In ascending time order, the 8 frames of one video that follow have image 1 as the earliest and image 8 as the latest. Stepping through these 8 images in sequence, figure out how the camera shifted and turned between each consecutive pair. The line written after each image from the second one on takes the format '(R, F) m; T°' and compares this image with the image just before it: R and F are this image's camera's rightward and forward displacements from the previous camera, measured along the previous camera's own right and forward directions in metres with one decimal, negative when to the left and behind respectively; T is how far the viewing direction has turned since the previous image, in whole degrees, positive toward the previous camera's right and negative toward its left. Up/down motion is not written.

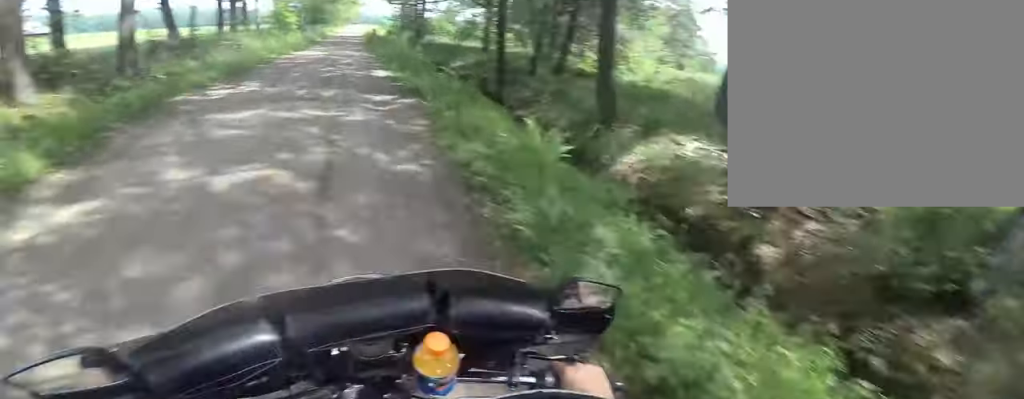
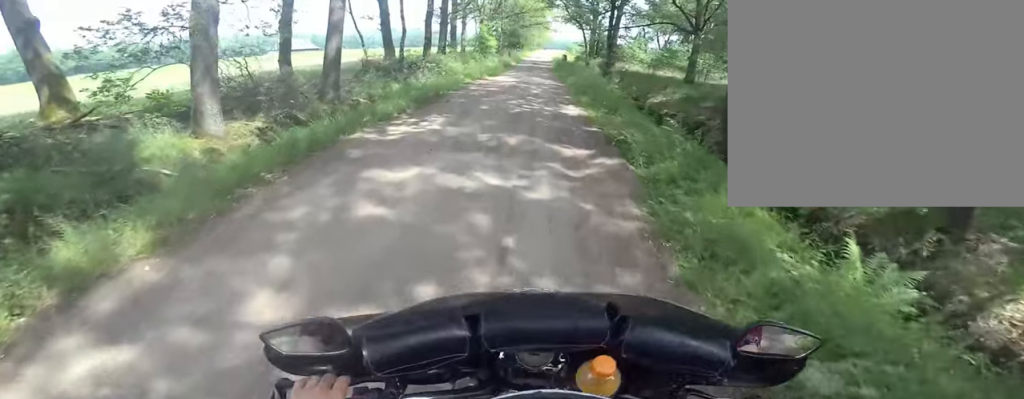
(-0.3, +2.4) m; +4°
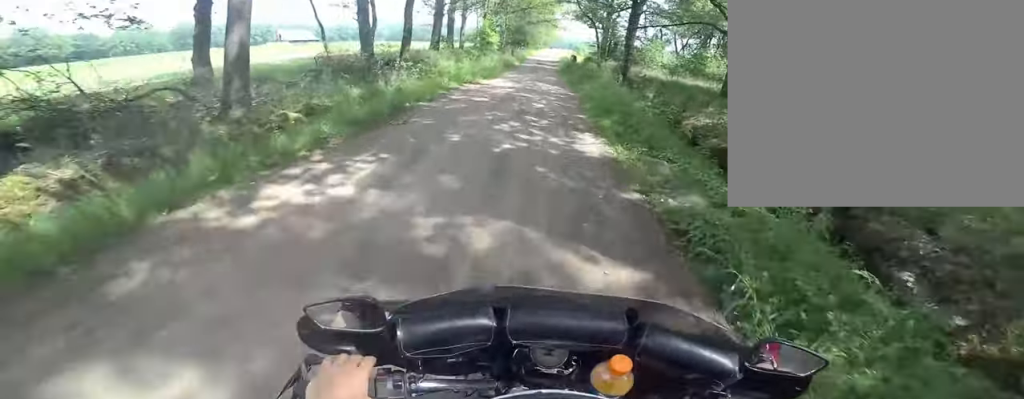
(0.0, +3.3) m; +4°
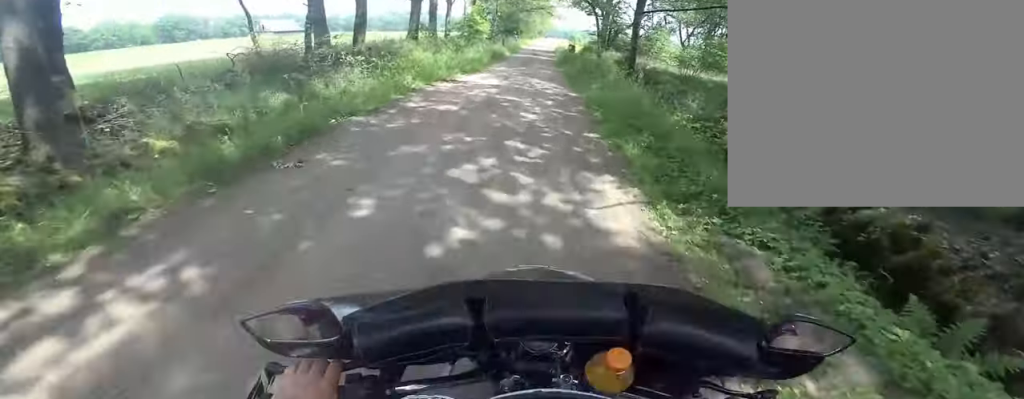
(+0.8, +2.7) m; 0°
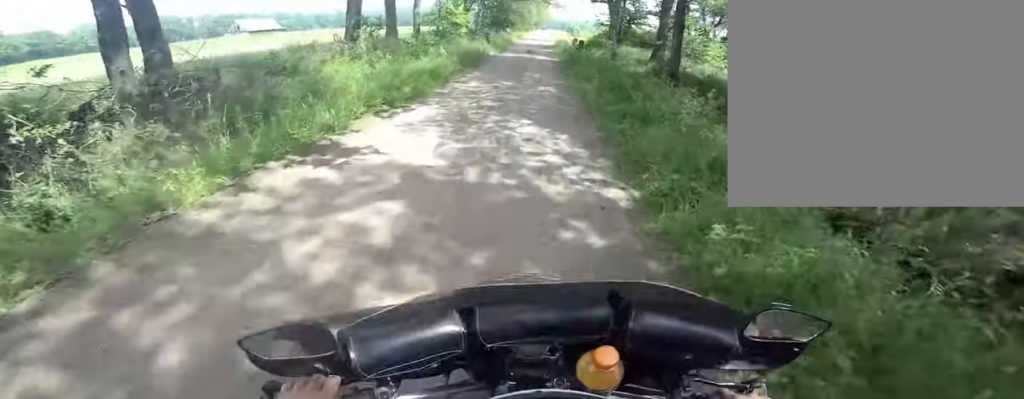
(-1.8, +6.6) m; -8°
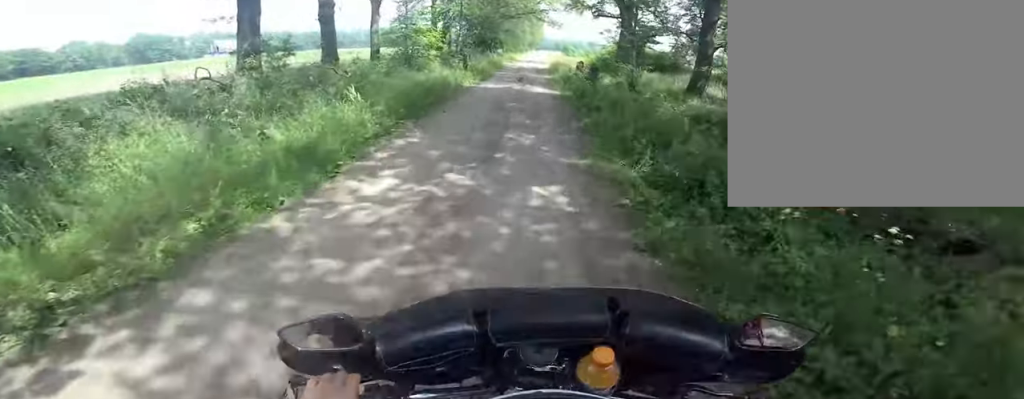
(+1.2, +5.3) m; +16°
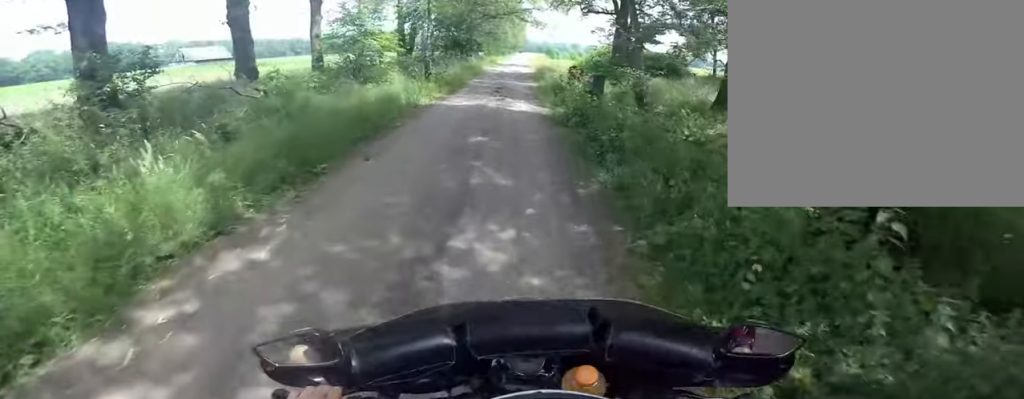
(-0.2, +3.3) m; -4°
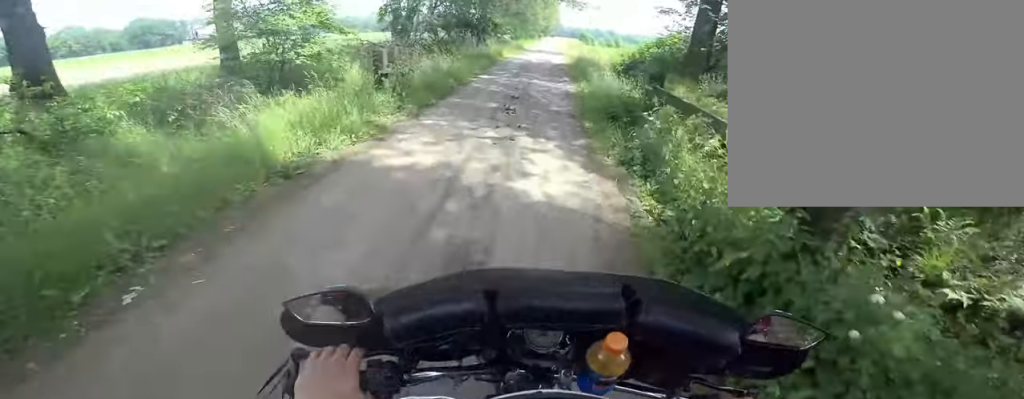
(-0.5, +6.0) m; -13°
